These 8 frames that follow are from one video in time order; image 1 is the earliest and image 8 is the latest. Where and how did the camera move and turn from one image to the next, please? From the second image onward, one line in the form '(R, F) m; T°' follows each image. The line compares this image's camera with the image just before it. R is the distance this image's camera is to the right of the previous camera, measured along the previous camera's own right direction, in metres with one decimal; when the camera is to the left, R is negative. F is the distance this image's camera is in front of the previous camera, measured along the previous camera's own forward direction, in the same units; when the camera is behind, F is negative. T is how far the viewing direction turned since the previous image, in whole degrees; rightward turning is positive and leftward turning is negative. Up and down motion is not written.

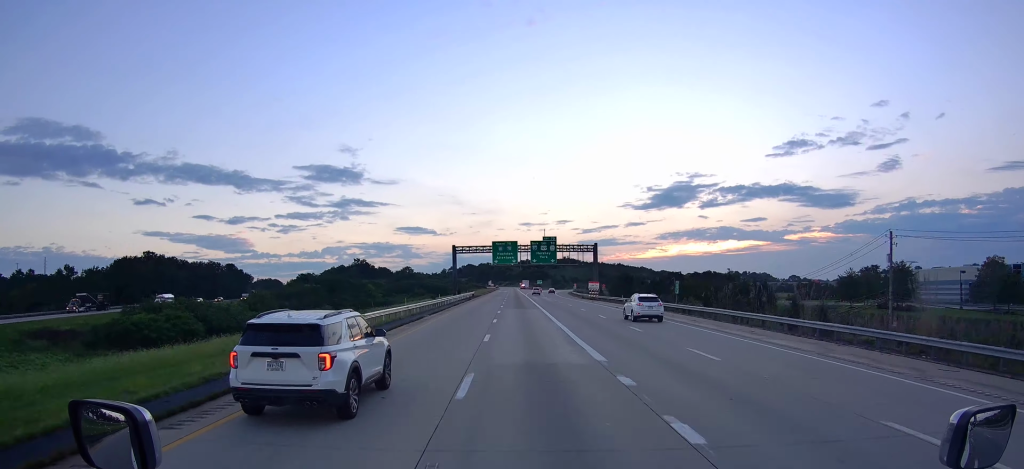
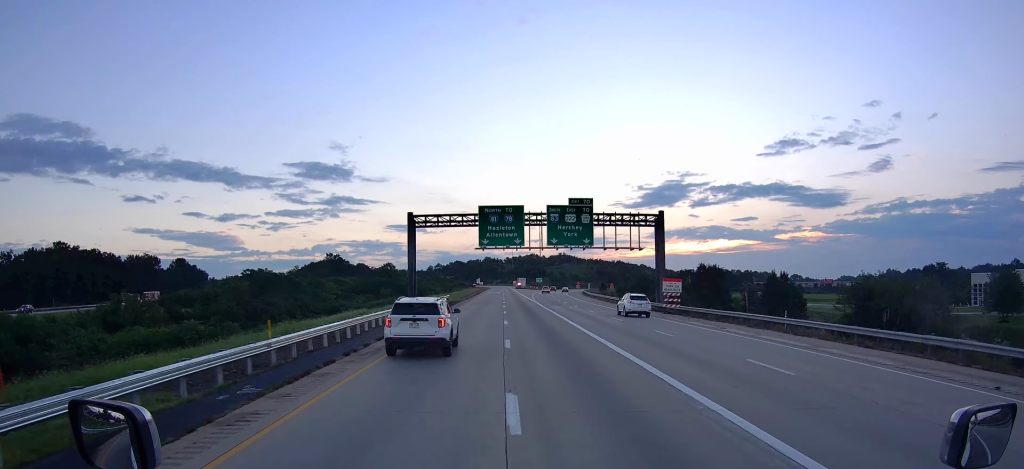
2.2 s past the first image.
(-0.1, +52.4) m; 0°
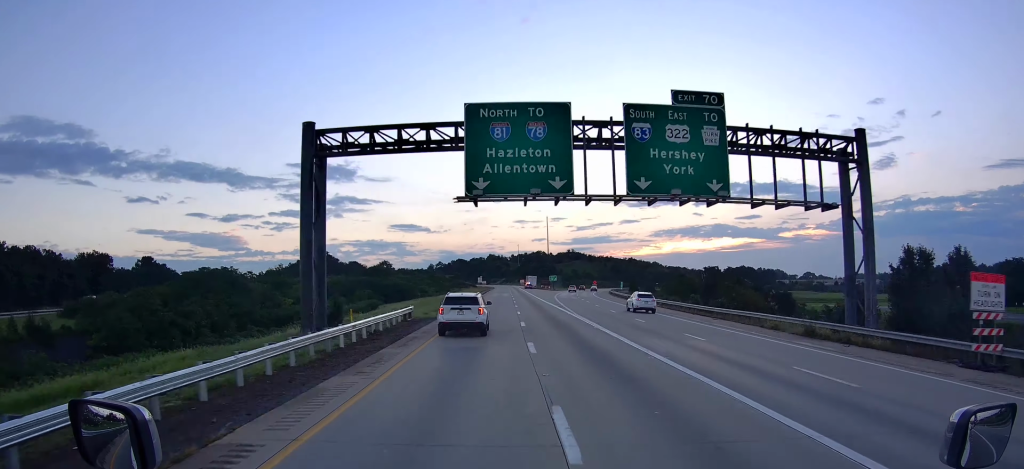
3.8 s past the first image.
(+0.1, +37.9) m; 0°
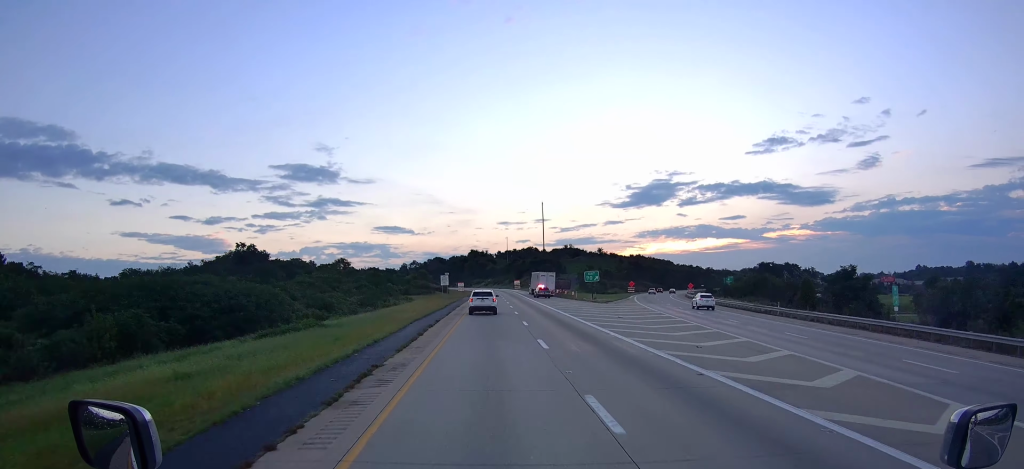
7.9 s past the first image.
(+0.4, +96.3) m; 0°
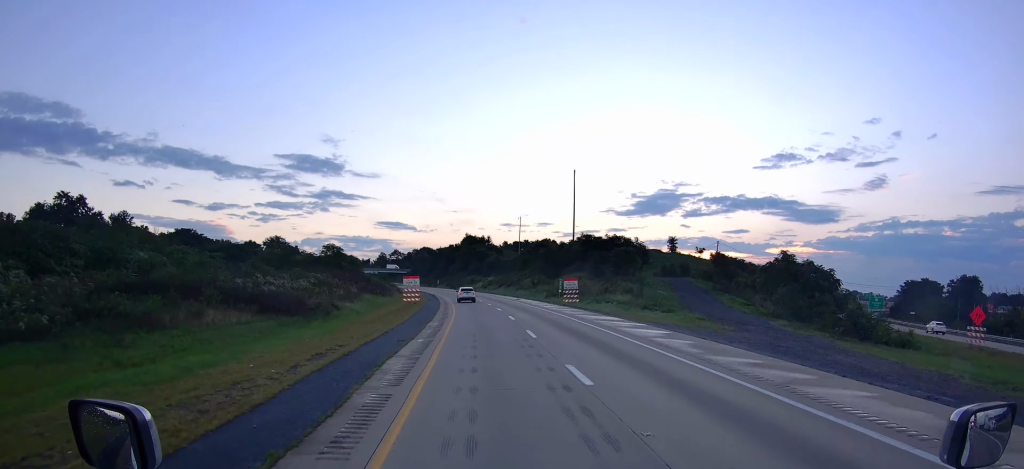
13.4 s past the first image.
(-0.4, +129.1) m; -1°
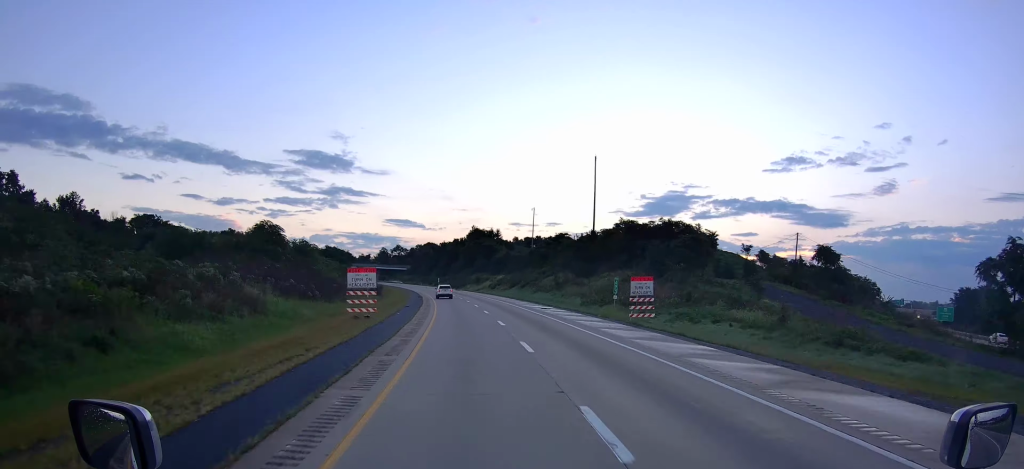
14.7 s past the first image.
(+0.1, +30.6) m; -1°
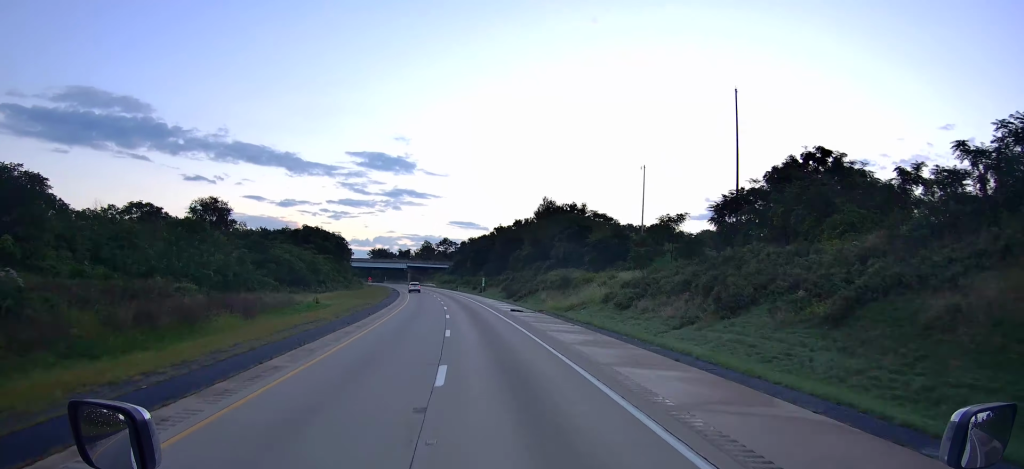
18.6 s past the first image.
(-2.8, +91.6) m; -5°
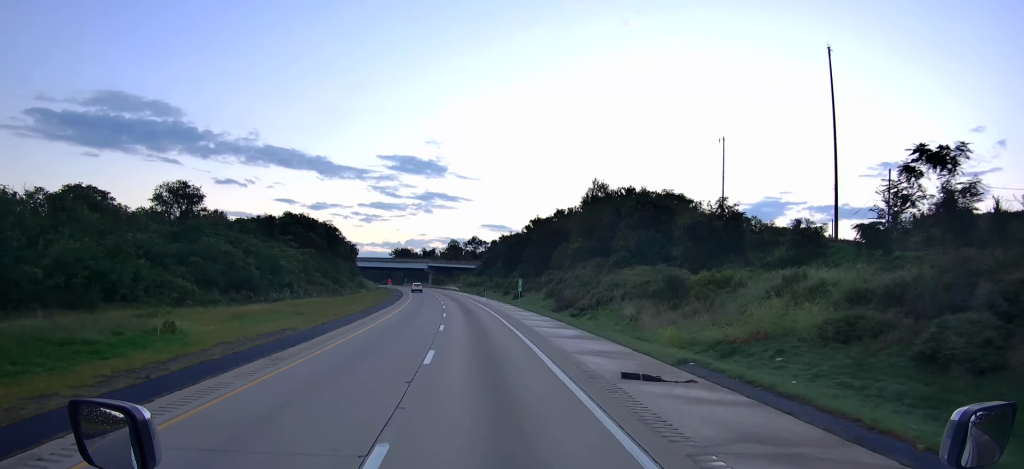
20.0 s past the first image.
(-1.1, +32.8) m; -2°
